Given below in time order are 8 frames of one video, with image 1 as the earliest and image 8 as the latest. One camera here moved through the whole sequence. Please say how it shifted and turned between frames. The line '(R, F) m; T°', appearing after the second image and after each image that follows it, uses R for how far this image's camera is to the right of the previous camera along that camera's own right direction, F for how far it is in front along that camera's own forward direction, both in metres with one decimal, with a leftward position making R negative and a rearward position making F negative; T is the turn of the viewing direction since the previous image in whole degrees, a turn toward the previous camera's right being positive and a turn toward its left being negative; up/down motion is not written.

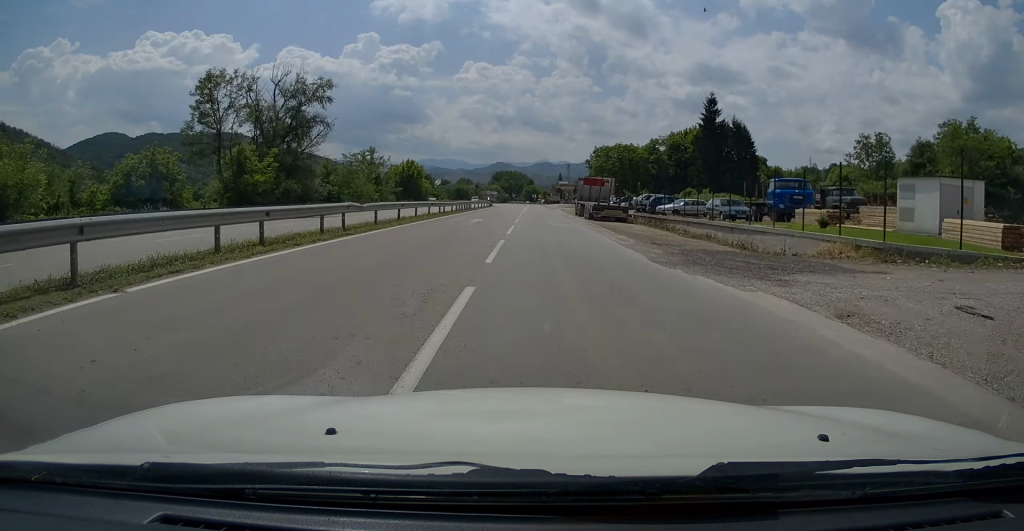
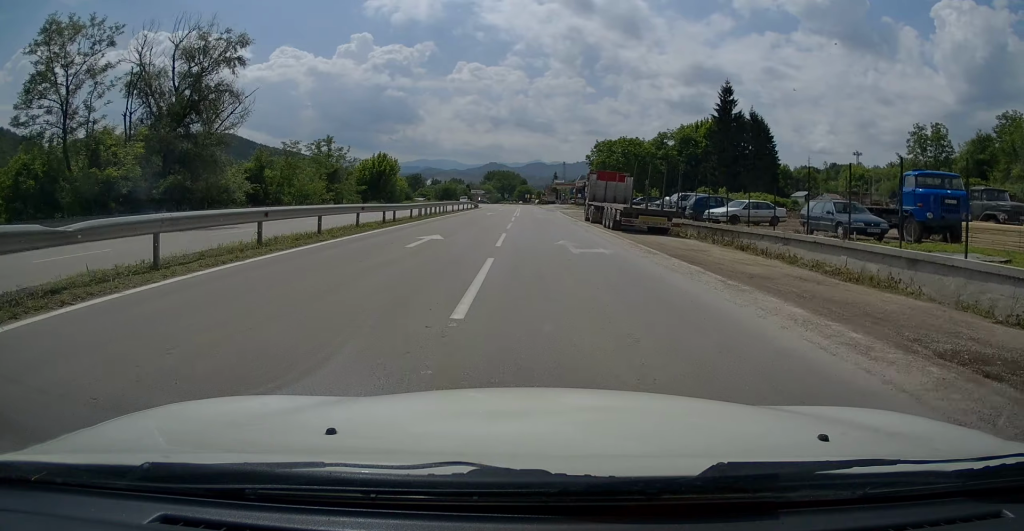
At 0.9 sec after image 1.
(0.0, +14.3) m; 0°
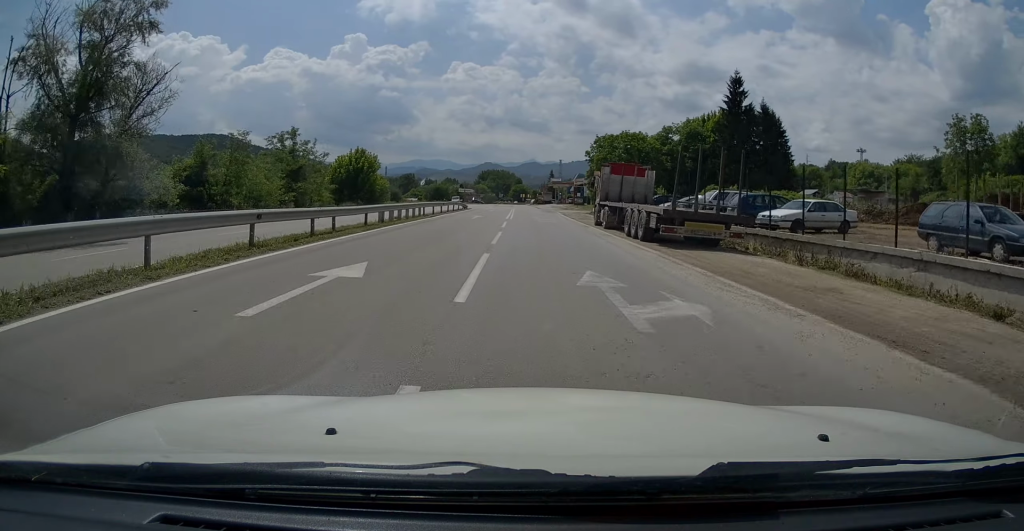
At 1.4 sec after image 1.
(0.0, +8.4) m; 0°
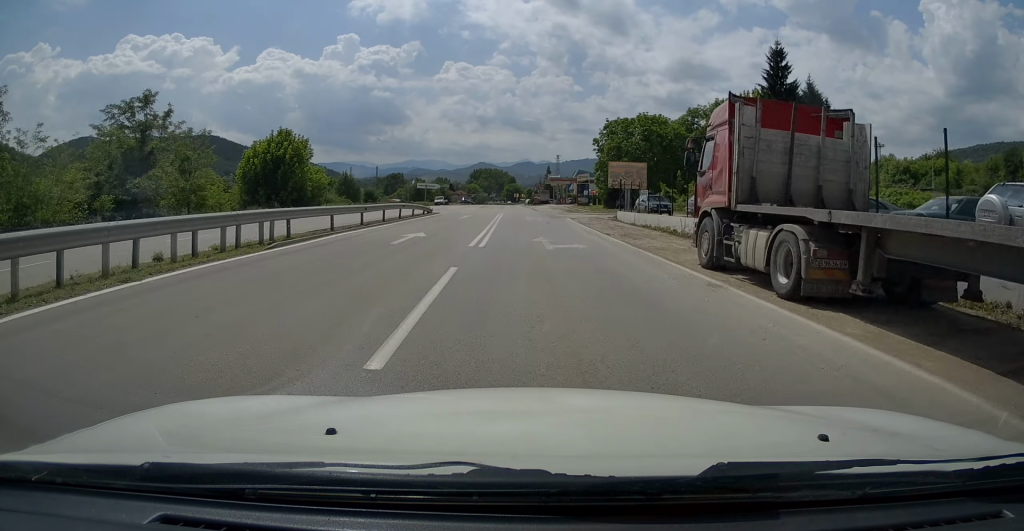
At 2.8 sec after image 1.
(-0.1, +21.1) m; 0°
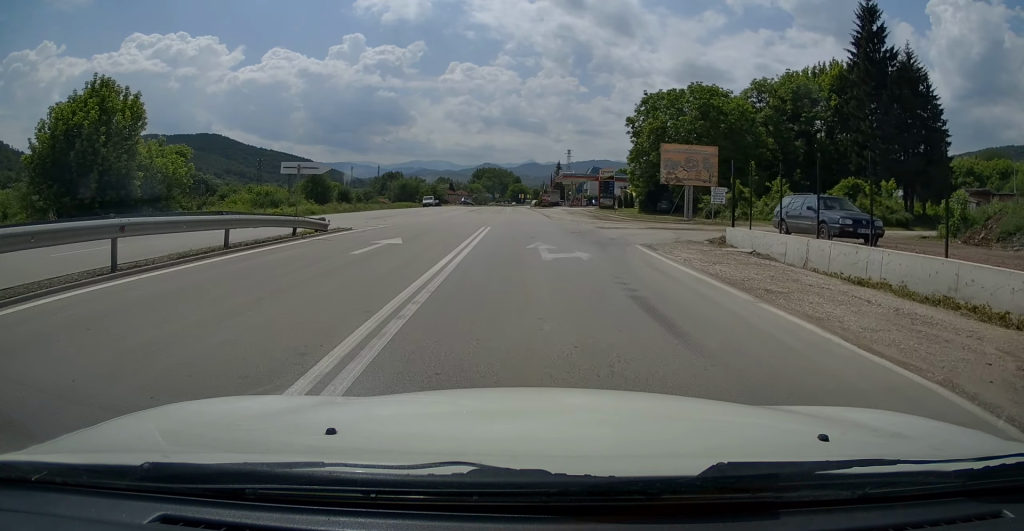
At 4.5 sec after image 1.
(+0.4, +24.3) m; +1°
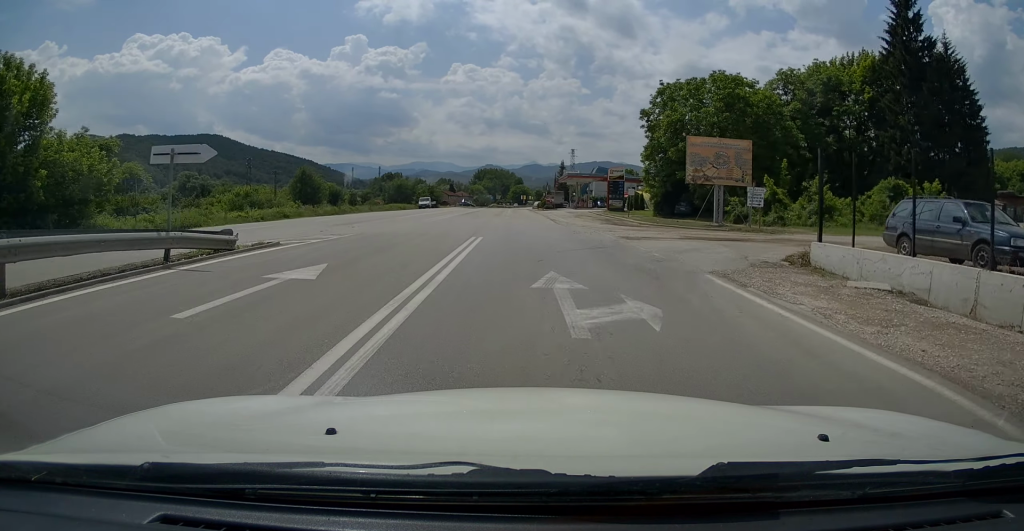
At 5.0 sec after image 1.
(-0.1, +6.6) m; 0°
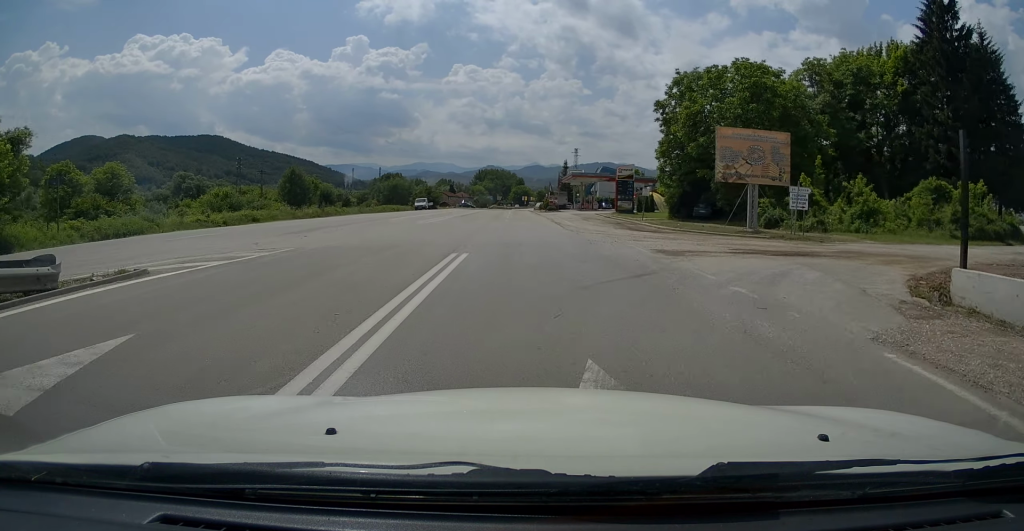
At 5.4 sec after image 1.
(-0.1, +5.7) m; 0°
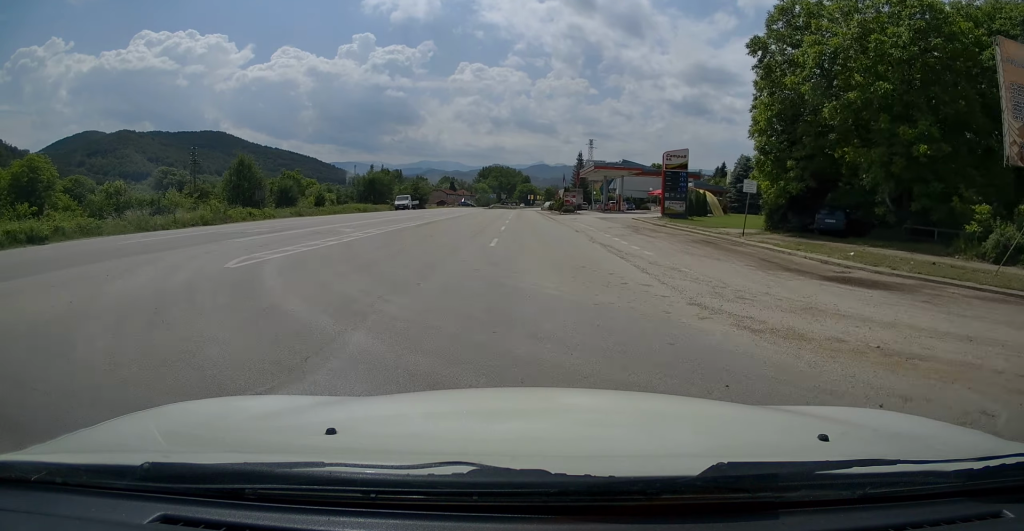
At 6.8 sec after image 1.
(0.0, +20.8) m; 0°
